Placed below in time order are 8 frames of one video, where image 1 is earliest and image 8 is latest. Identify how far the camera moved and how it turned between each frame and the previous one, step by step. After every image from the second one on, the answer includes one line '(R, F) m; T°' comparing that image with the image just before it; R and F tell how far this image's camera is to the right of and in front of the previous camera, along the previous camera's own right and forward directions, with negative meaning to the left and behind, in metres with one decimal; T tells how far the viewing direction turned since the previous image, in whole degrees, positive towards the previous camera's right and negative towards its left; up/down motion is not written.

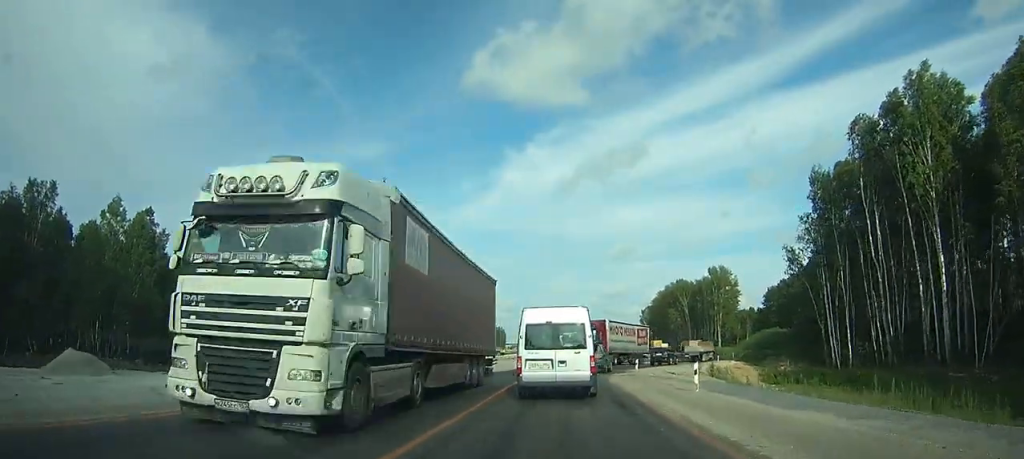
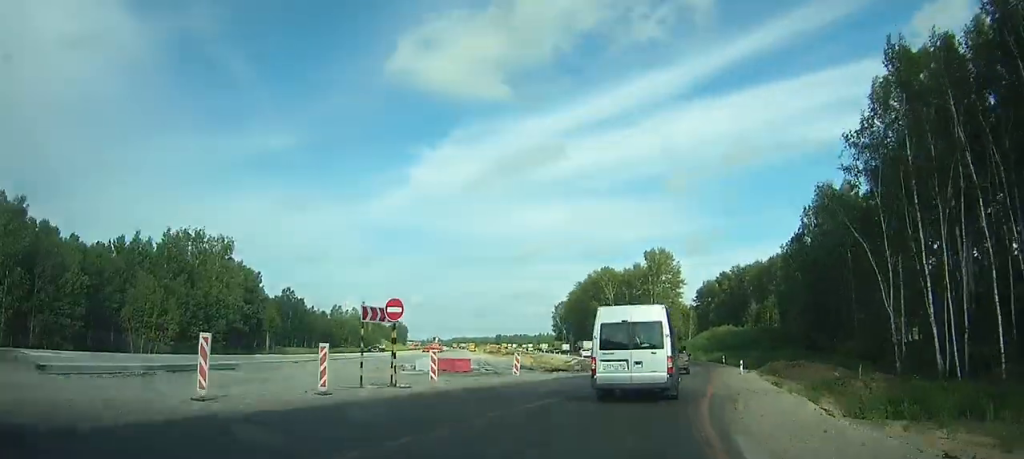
(+3.1, +33.5) m; +10°
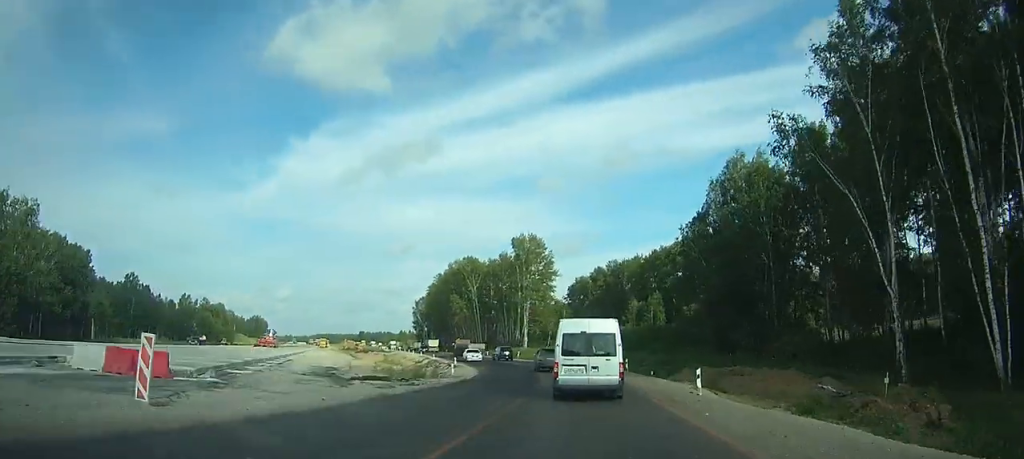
(+0.5, +17.9) m; +4°
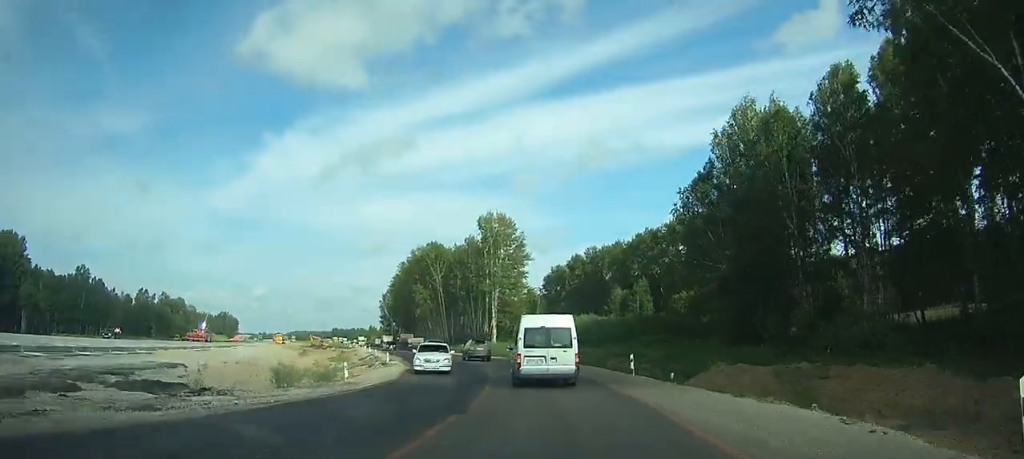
(+0.9, +14.8) m; +3°
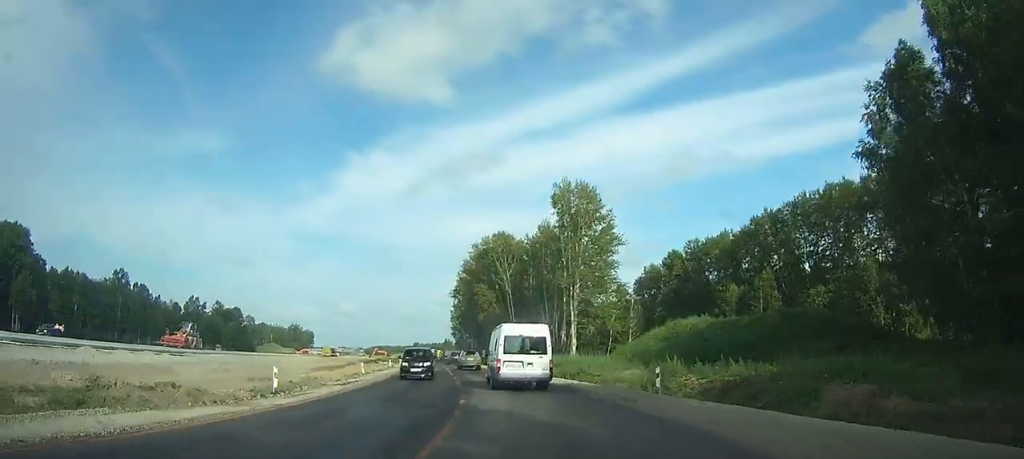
(-0.7, +27.5) m; -7°
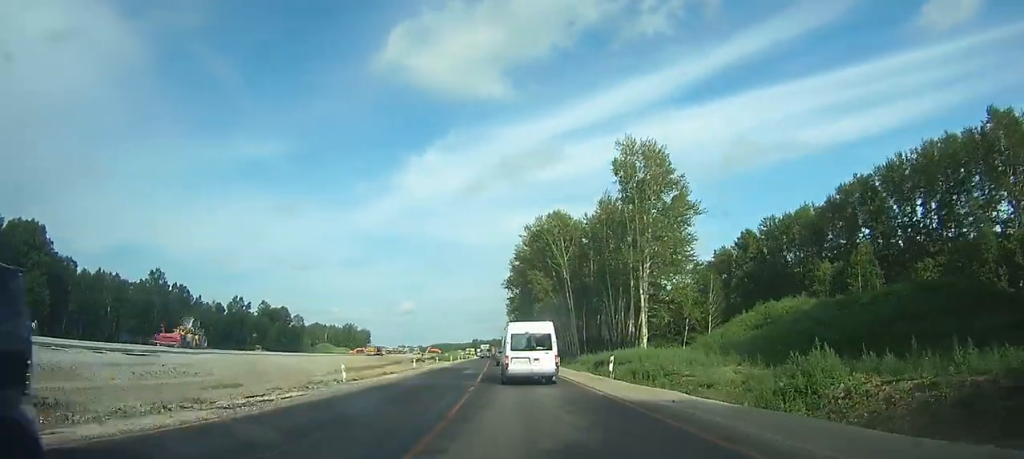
(-1.1, +13.3) m; -4°
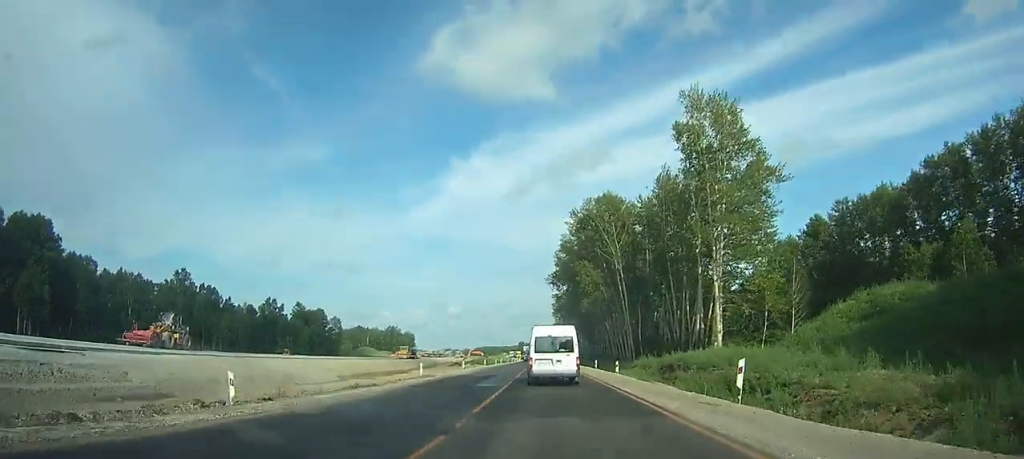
(-0.3, +12.5) m; -3°
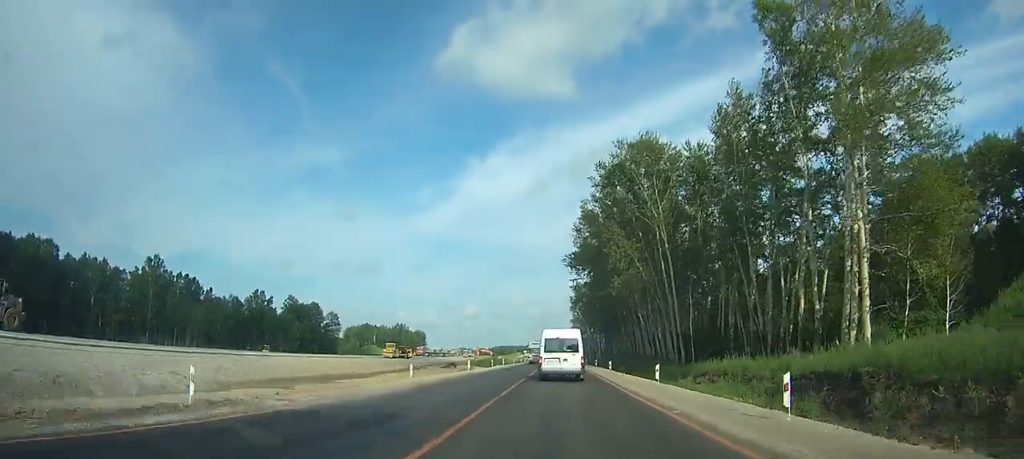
(-1.0, +23.6) m; -2°
